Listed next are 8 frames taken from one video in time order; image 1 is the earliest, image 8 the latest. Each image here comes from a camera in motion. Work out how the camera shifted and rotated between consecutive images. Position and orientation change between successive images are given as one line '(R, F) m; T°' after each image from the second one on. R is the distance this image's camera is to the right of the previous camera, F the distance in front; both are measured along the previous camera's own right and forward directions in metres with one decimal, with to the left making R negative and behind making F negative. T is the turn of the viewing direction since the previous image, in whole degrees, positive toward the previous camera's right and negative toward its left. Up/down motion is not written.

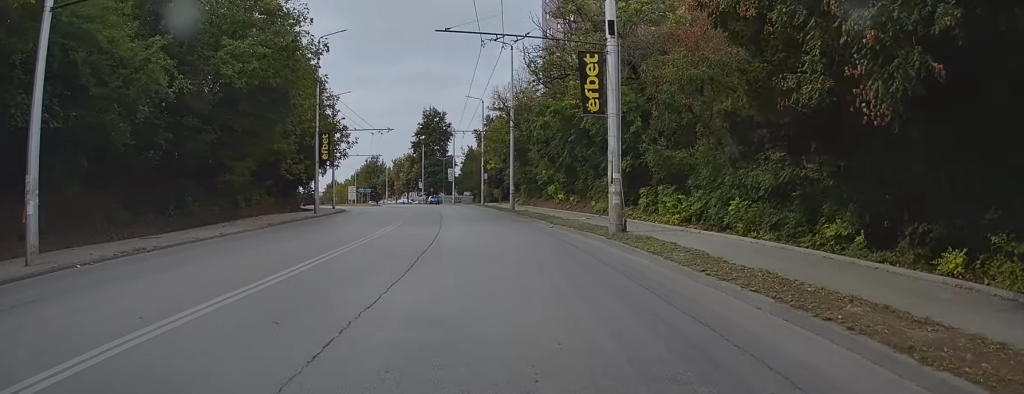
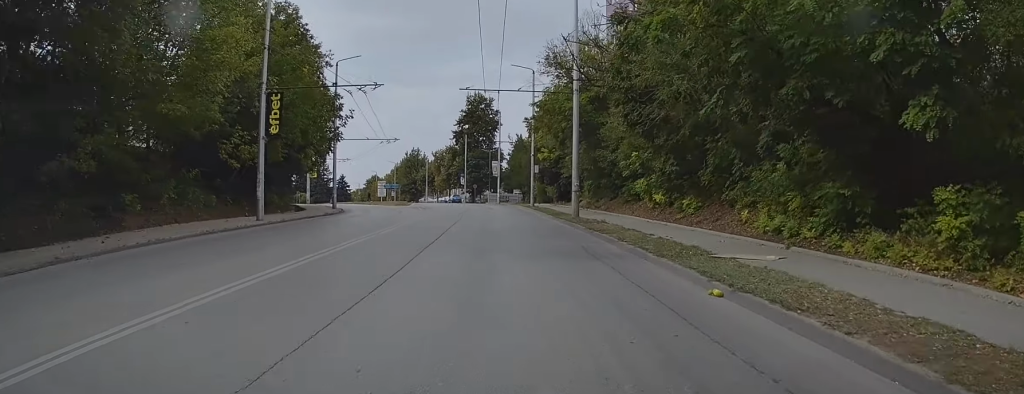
(-1.2, +18.2) m; -6°
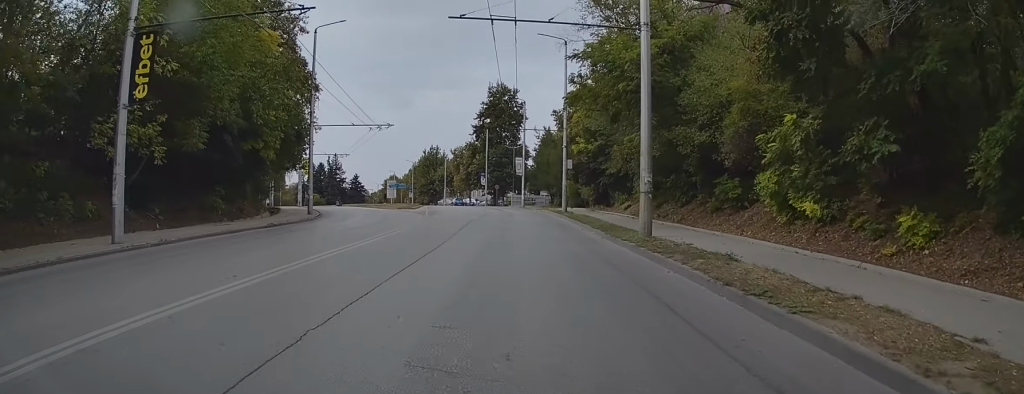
(-0.3, +12.9) m; -1°
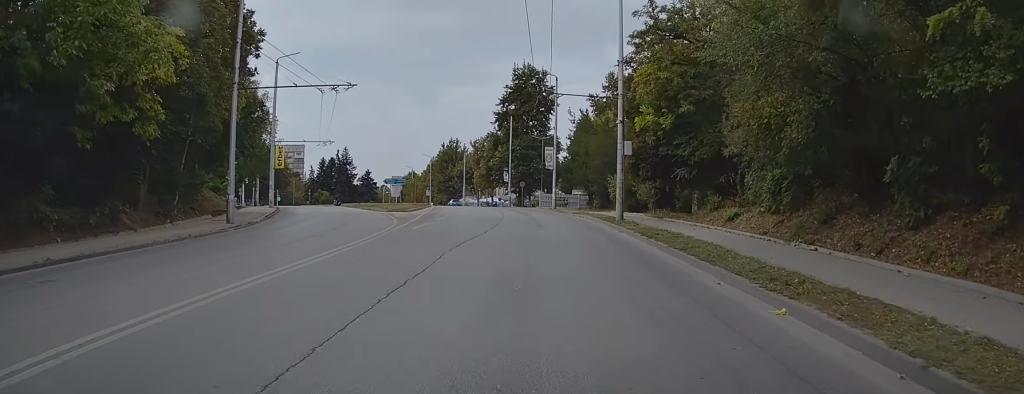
(-0.2, +16.3) m; -3°
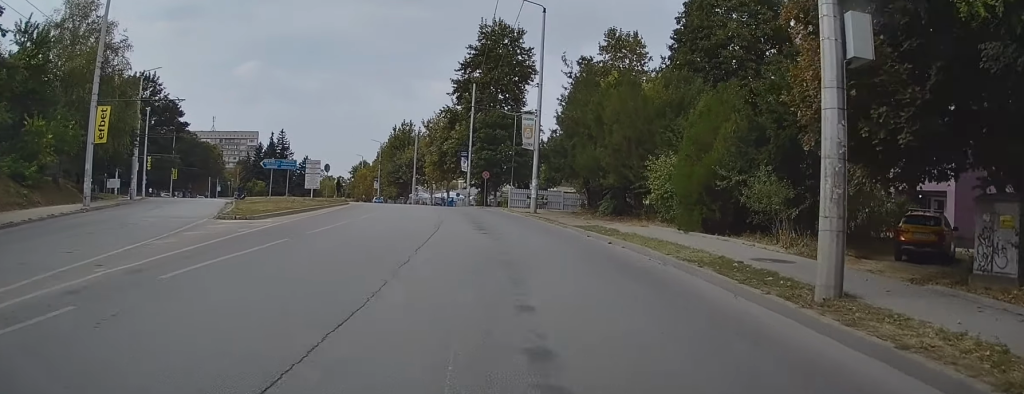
(-0.2, +23.4) m; +1°
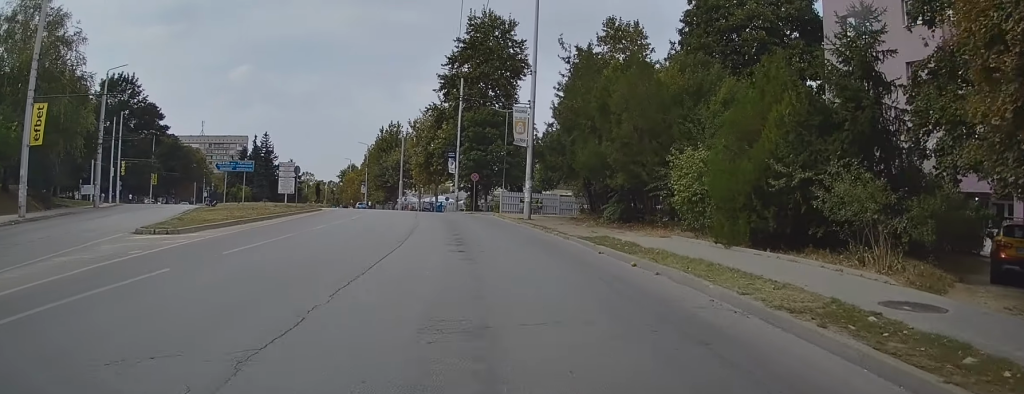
(+0.1, +5.1) m; +1°
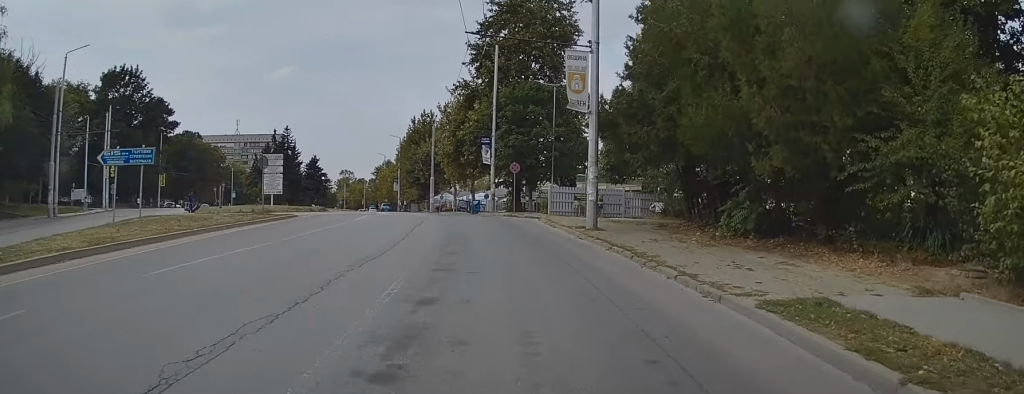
(+0.1, +12.9) m; -1°
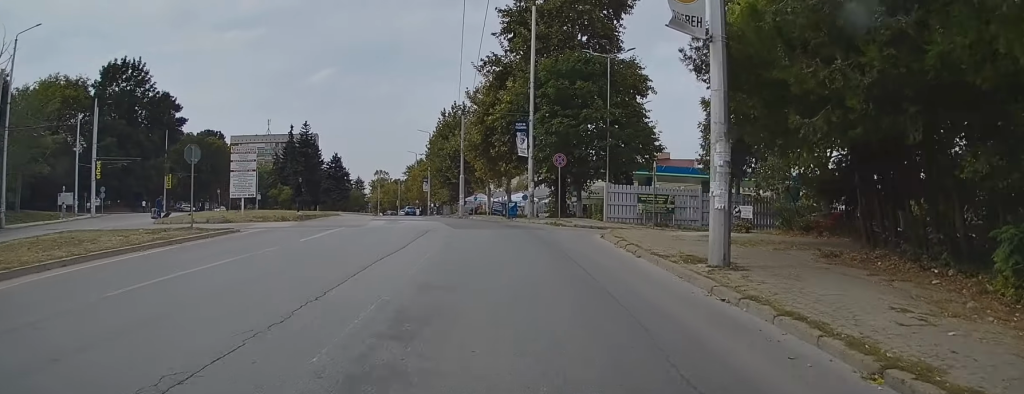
(-0.3, +10.7) m; -3°
